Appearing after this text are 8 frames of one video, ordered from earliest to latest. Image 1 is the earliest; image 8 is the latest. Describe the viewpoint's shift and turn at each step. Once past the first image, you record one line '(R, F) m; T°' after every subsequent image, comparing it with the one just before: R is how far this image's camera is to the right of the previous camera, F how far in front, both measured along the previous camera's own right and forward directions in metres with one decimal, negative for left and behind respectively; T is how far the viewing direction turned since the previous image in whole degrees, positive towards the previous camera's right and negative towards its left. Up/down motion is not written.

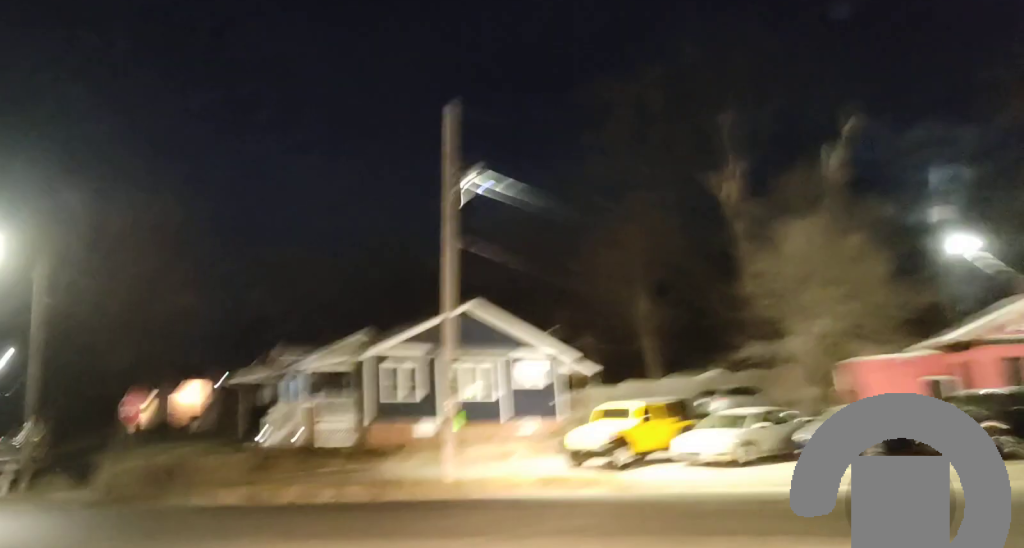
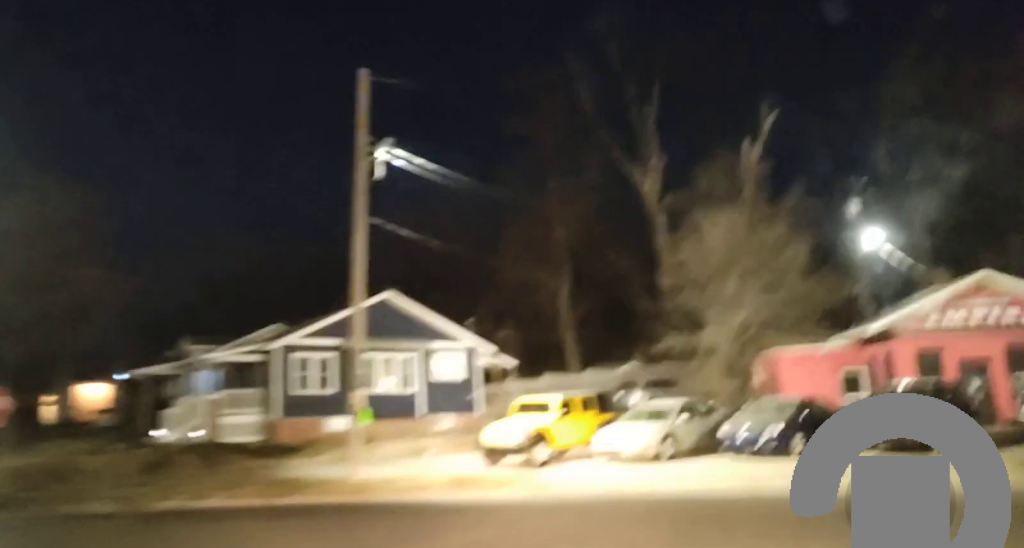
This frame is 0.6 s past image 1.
(-0.1, +2.3) m; +5°
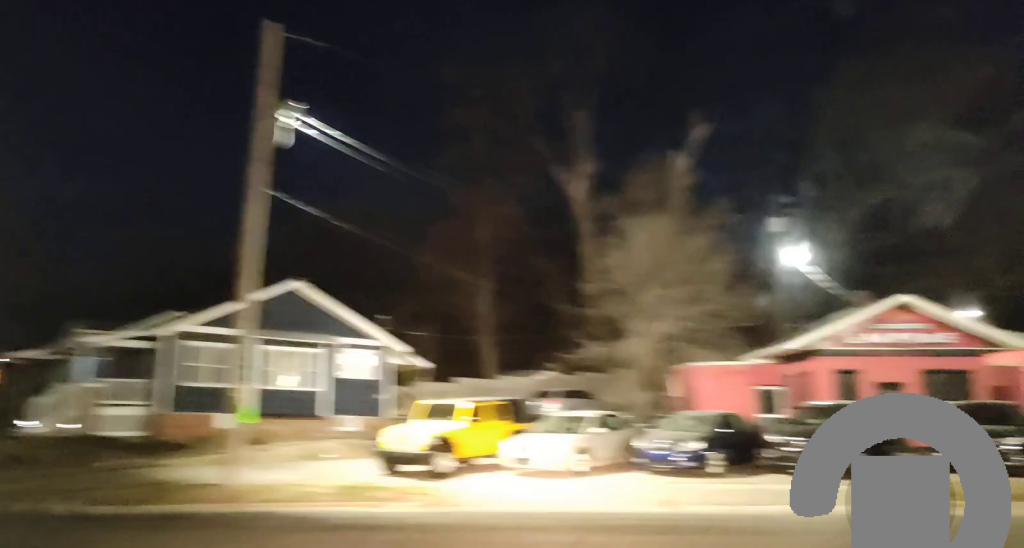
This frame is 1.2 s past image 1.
(+0.3, +2.3) m; +9°
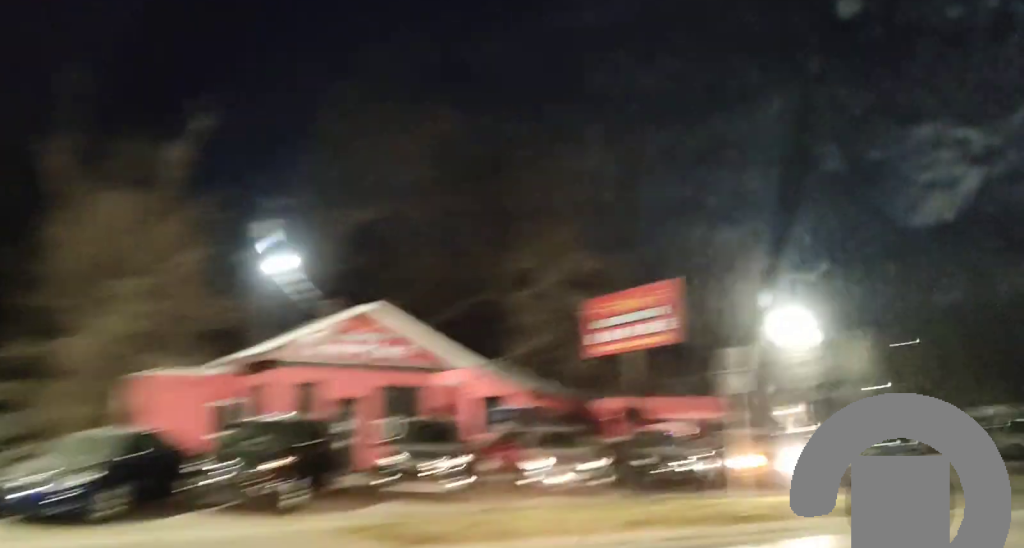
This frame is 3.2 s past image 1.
(+1.5, +6.6) m; +29°
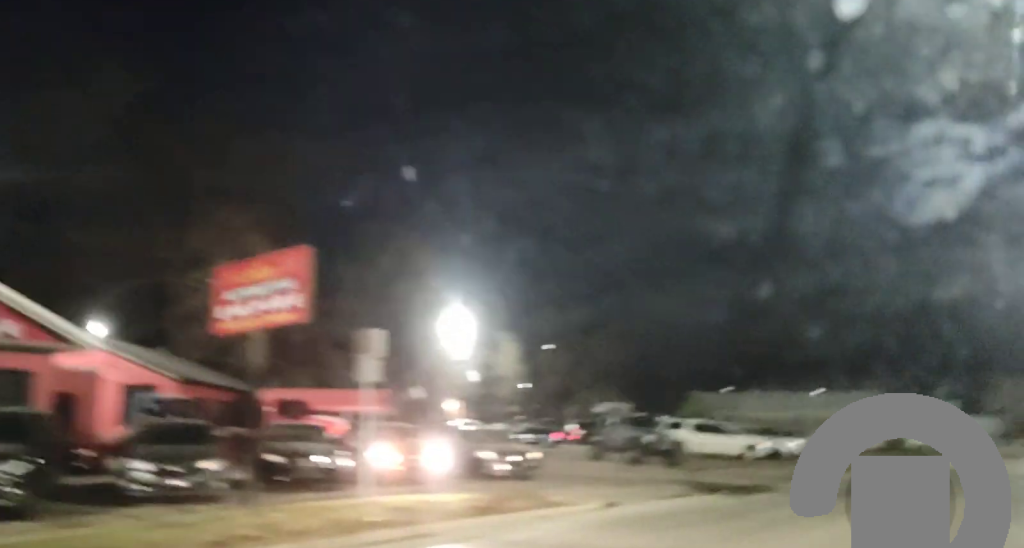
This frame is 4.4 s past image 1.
(+0.7, +3.6) m; +24°
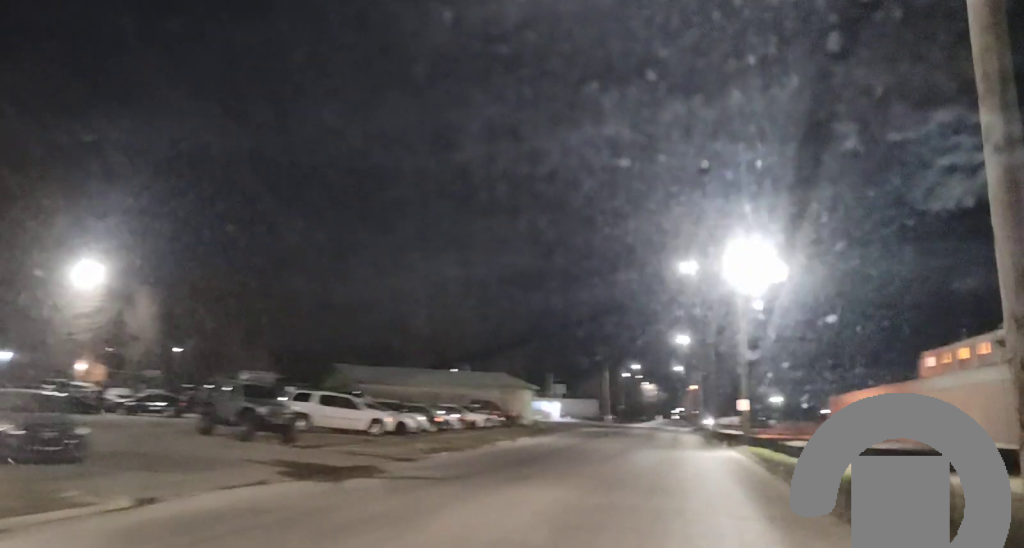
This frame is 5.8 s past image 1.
(+1.3, +5.1) m; +22°
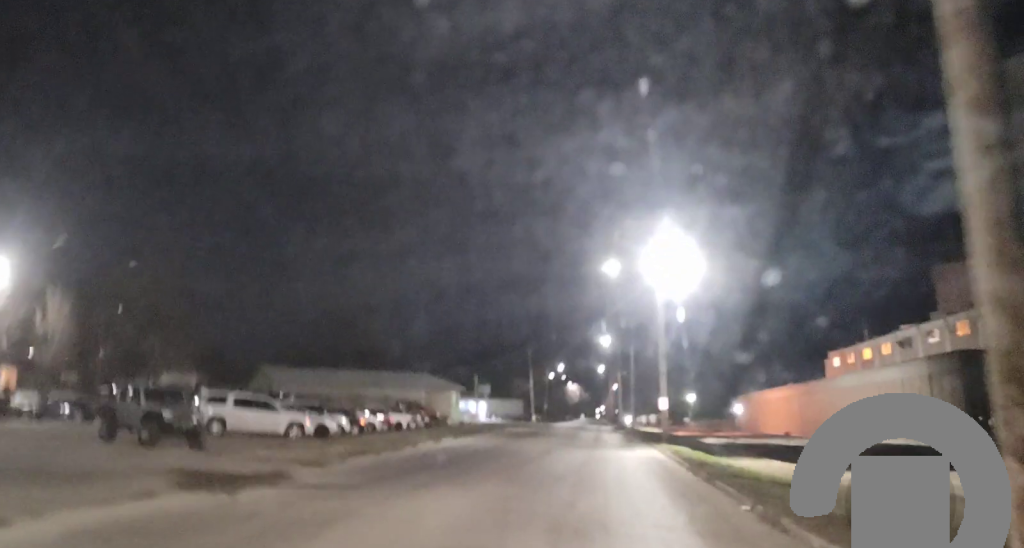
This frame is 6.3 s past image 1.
(+0.1, +1.8) m; +4°
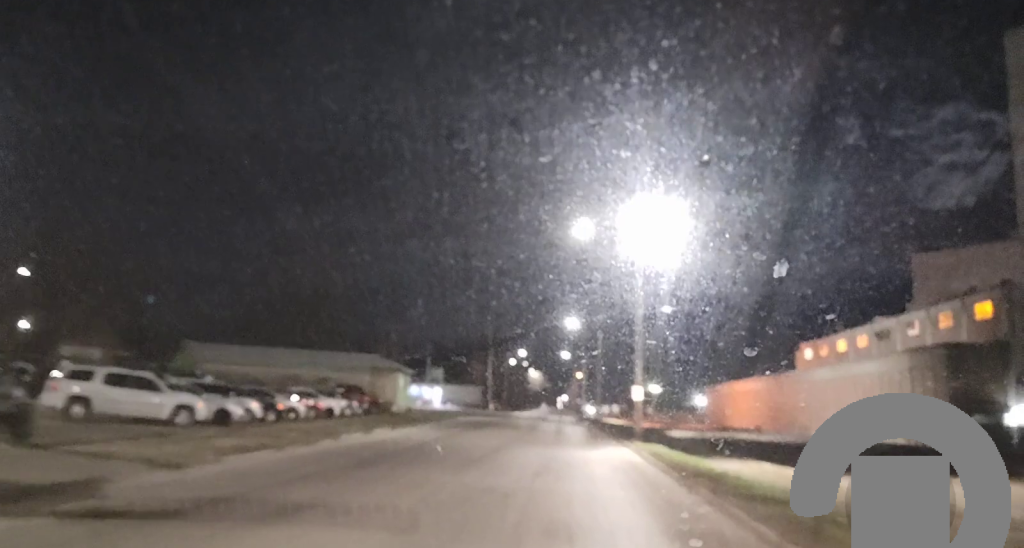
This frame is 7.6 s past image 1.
(+0.5, +6.1) m; +4°
